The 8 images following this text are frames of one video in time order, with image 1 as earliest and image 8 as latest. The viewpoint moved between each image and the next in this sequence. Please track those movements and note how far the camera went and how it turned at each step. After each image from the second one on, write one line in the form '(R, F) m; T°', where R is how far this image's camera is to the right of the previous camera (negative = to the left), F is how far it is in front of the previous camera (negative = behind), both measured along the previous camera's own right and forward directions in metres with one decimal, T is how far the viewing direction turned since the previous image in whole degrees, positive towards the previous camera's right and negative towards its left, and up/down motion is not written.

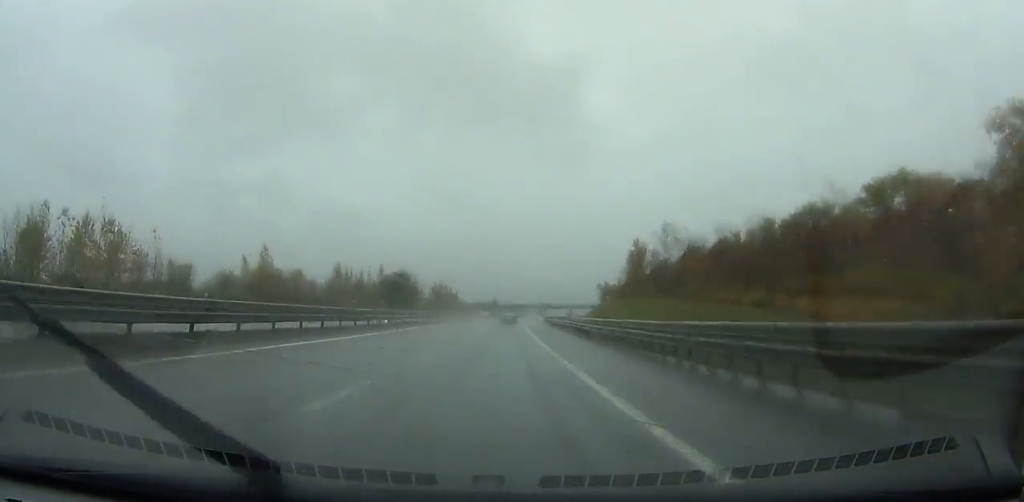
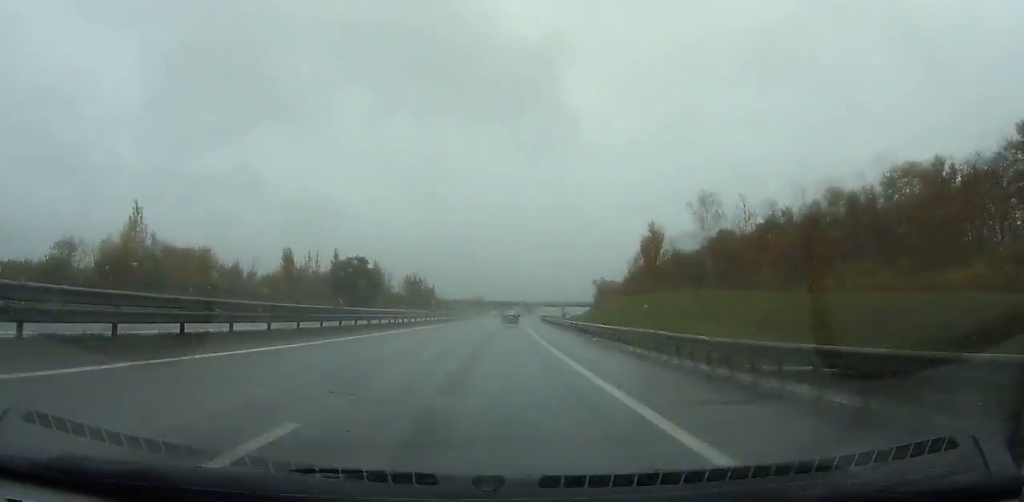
(+0.2, +39.1) m; +1°
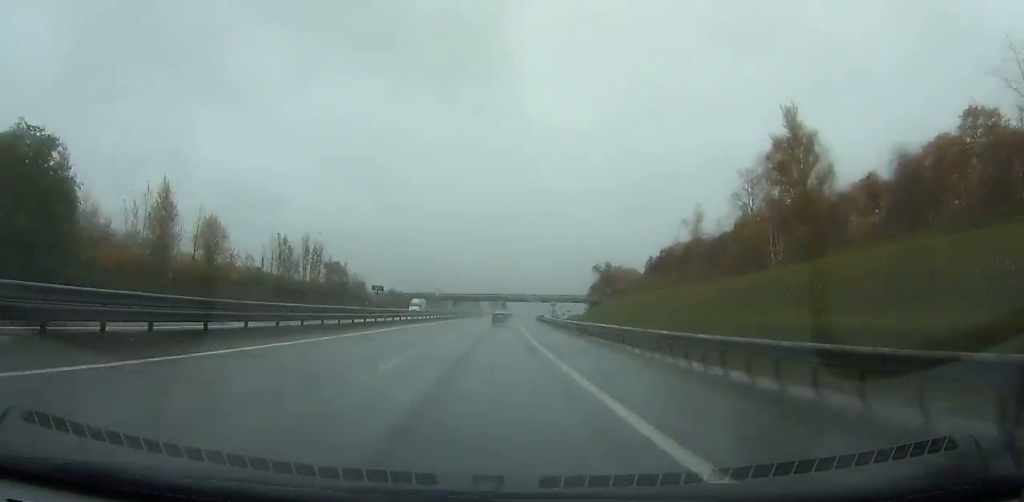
(+2.5, +98.4) m; +3°
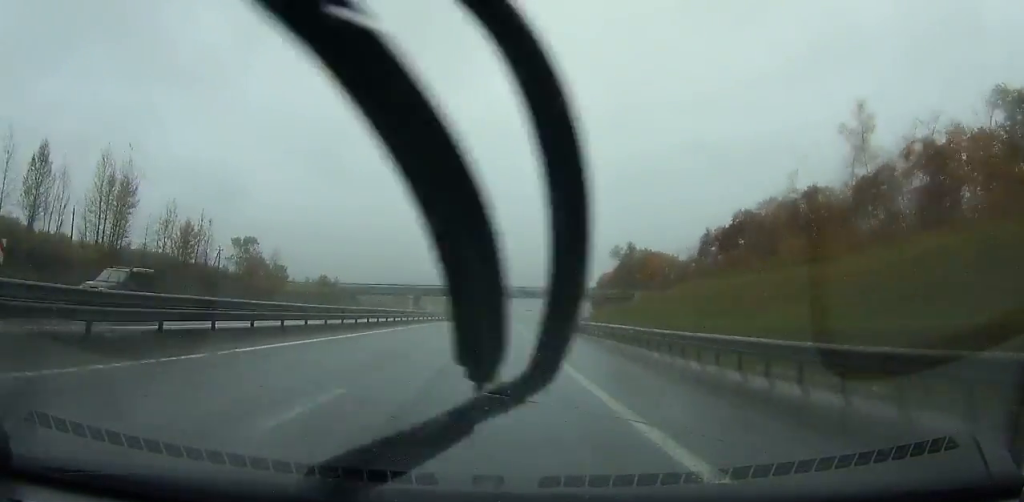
(+1.0, +63.8) m; +1°
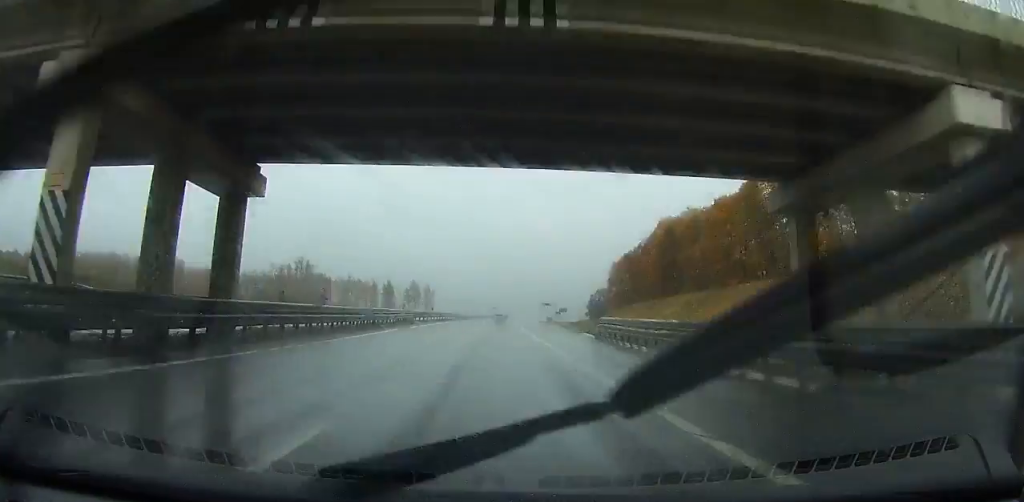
(+4.1, +132.8) m; +3°
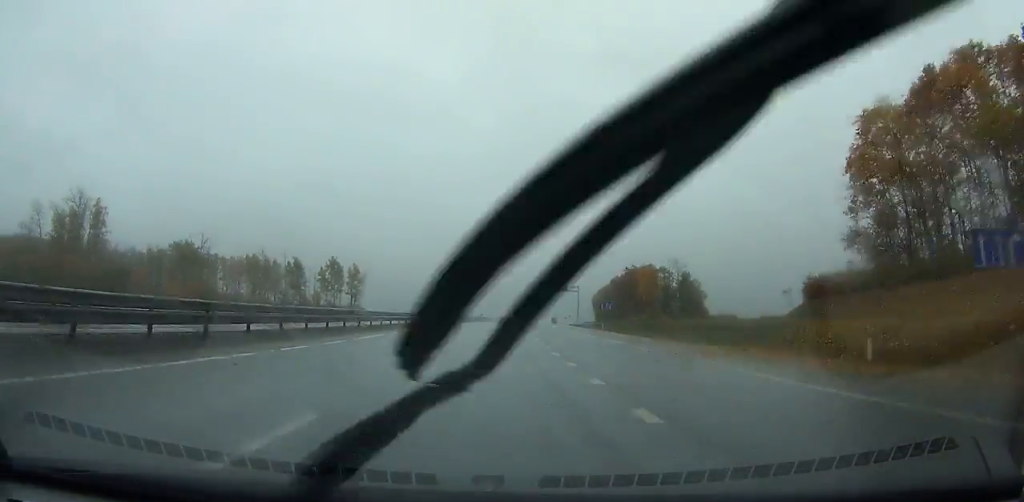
(+2.7, +119.1) m; +3°
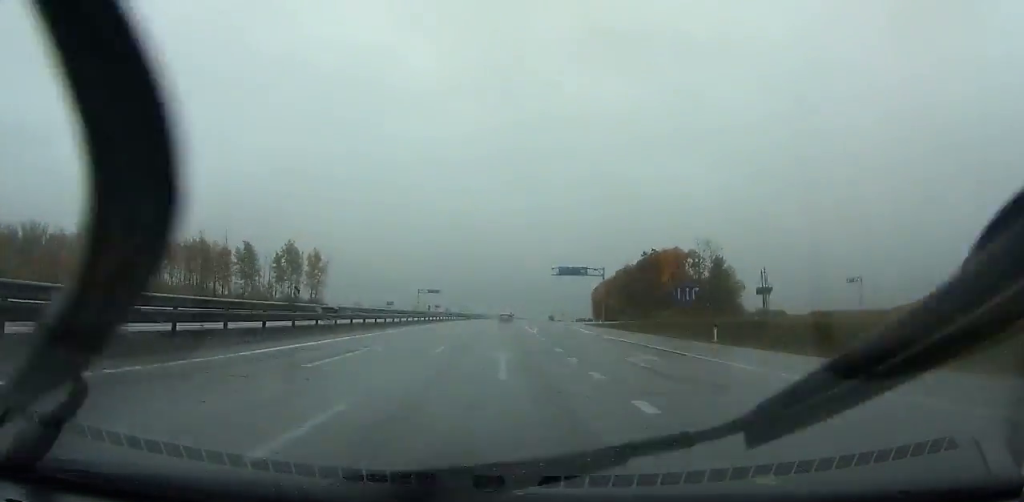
(+0.4, +34.8) m; +1°
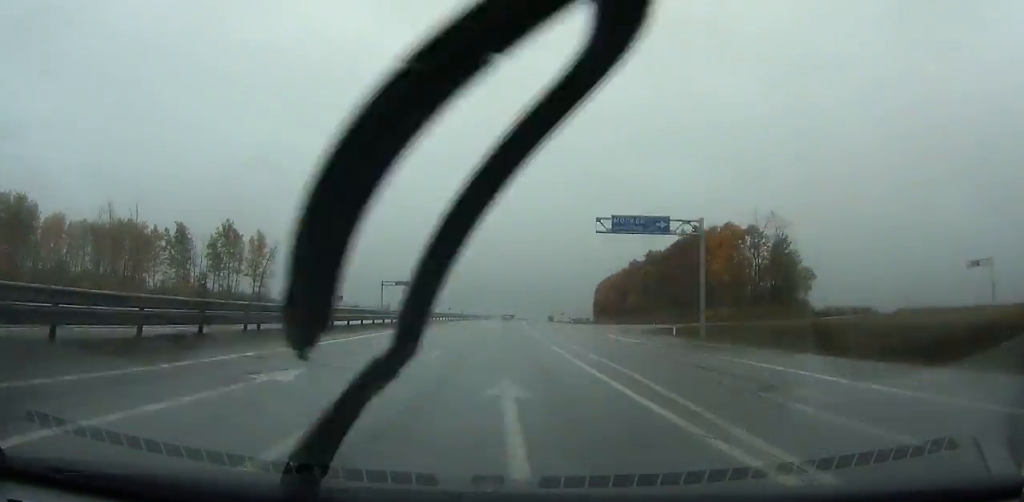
(+0.2, +37.4) m; +1°
